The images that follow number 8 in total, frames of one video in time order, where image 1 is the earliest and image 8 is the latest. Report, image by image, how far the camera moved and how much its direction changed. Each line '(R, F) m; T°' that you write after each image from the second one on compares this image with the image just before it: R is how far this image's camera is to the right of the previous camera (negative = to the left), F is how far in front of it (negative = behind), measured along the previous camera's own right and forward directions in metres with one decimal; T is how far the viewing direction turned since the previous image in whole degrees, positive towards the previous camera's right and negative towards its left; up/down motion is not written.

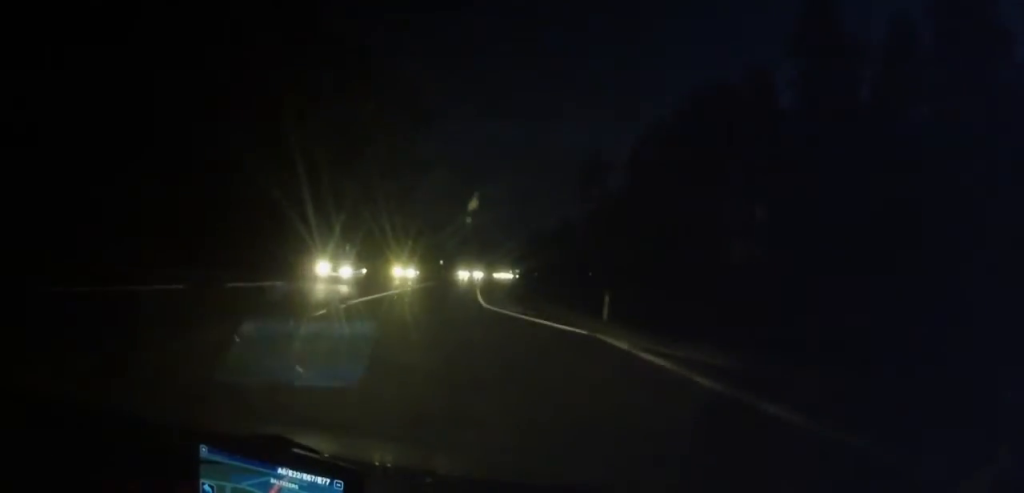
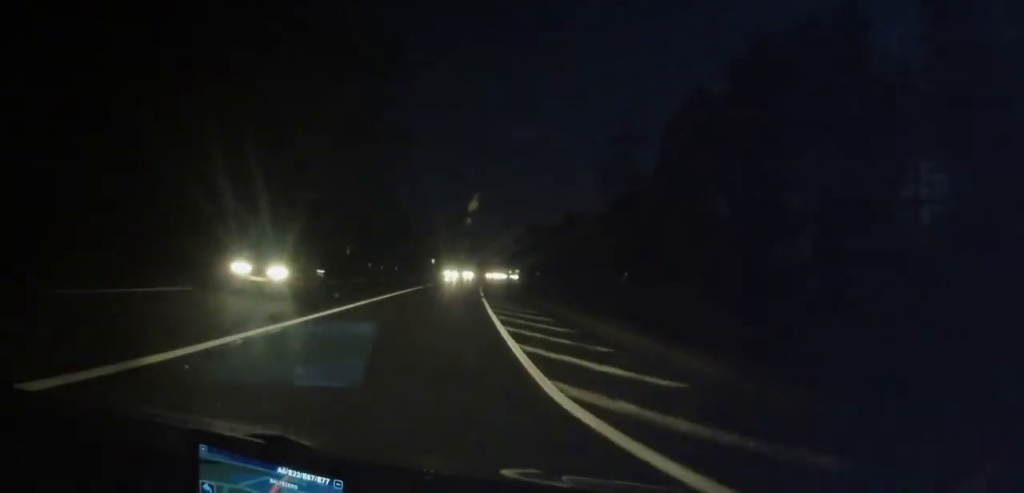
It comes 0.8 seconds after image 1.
(0.0, +17.9) m; 0°
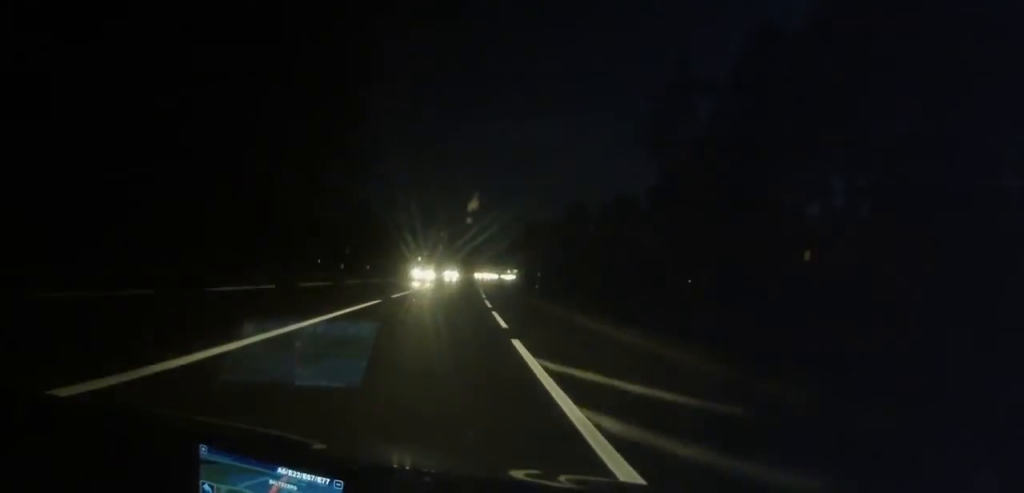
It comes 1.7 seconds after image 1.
(0.0, +20.2) m; +1°
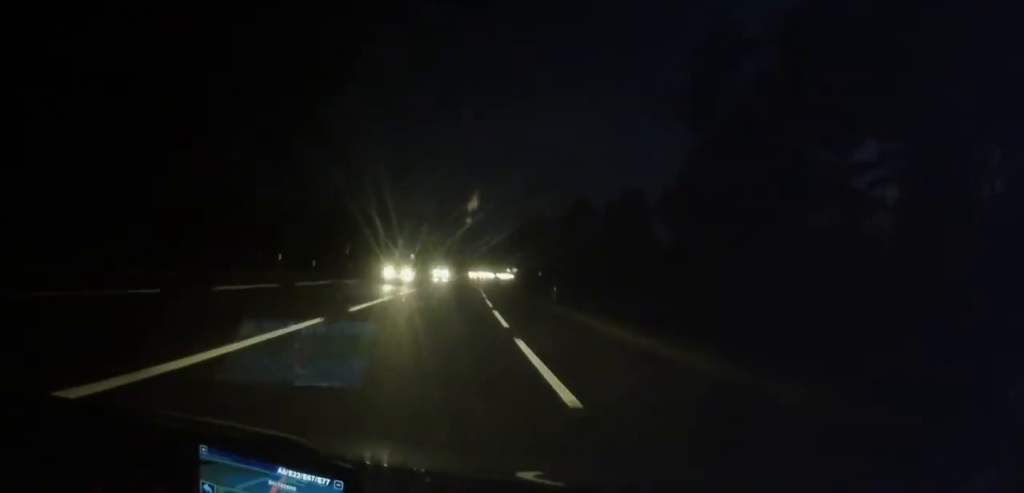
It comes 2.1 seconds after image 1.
(+0.1, +9.0) m; +1°
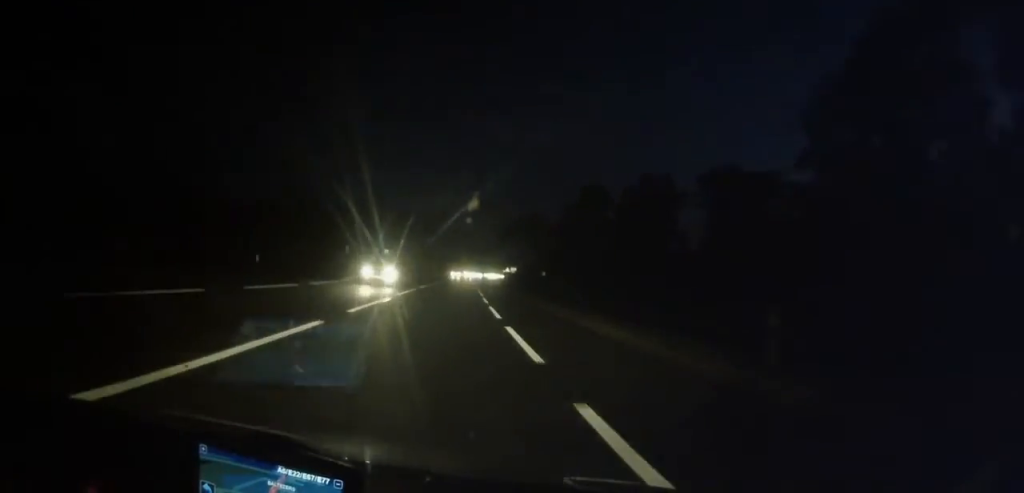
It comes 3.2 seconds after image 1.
(+0.2, +24.1) m; 0°
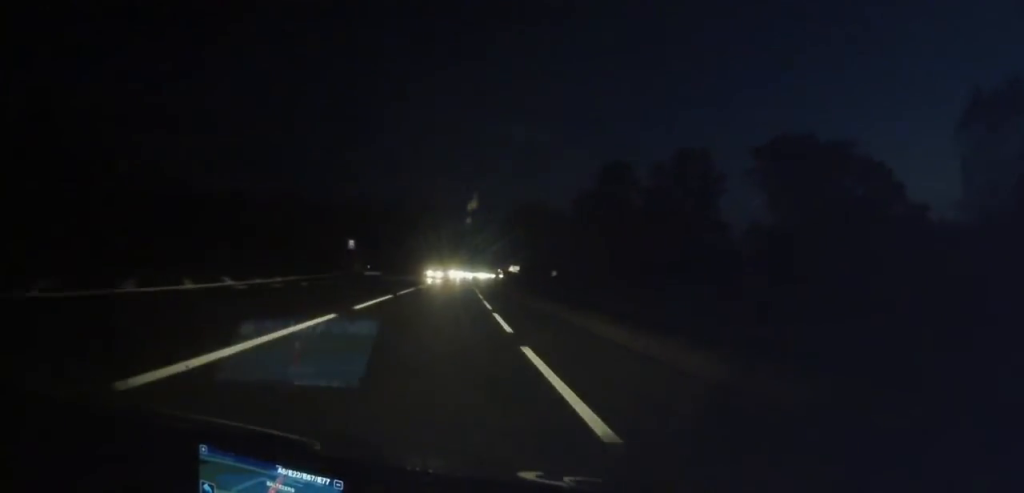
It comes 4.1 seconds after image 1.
(-0.1, +22.0) m; 0°
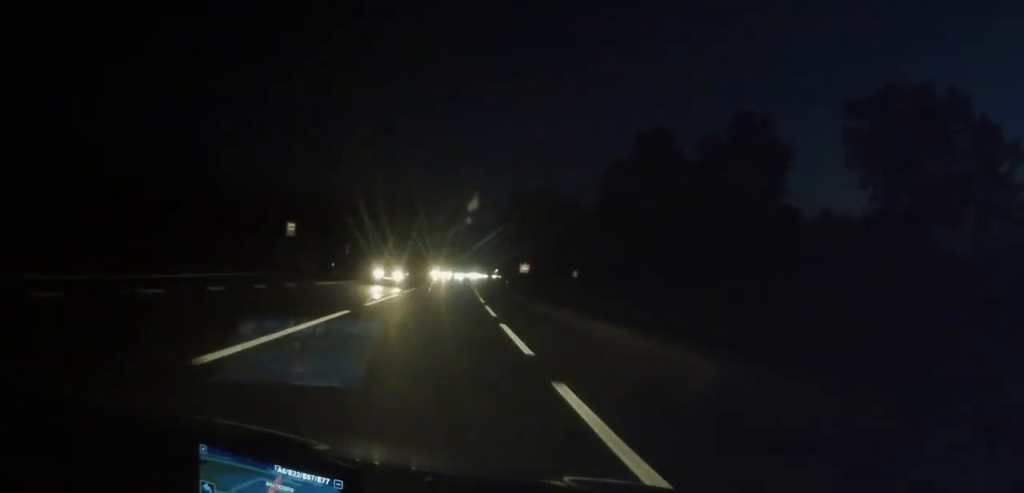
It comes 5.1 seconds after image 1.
(+0.3, +21.6) m; +1°
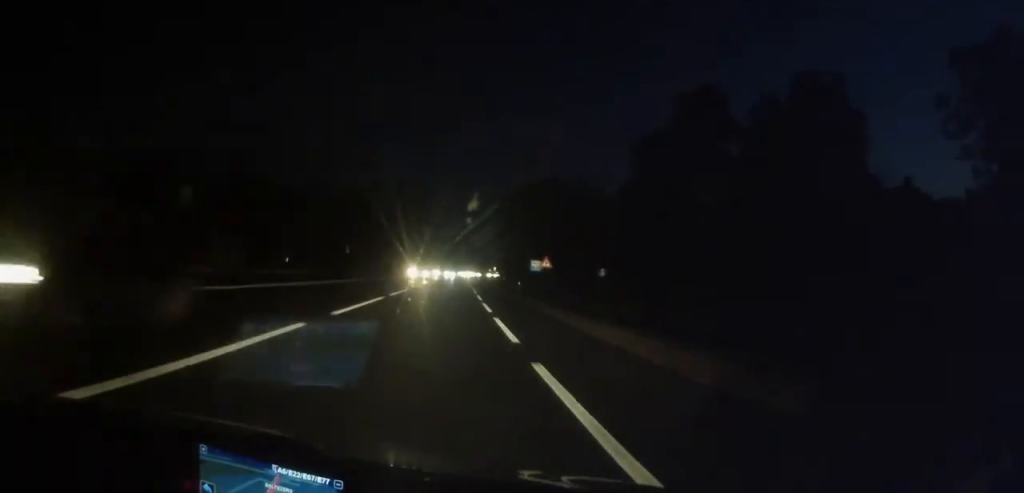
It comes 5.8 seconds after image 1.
(+0.2, +16.5) m; +1°
